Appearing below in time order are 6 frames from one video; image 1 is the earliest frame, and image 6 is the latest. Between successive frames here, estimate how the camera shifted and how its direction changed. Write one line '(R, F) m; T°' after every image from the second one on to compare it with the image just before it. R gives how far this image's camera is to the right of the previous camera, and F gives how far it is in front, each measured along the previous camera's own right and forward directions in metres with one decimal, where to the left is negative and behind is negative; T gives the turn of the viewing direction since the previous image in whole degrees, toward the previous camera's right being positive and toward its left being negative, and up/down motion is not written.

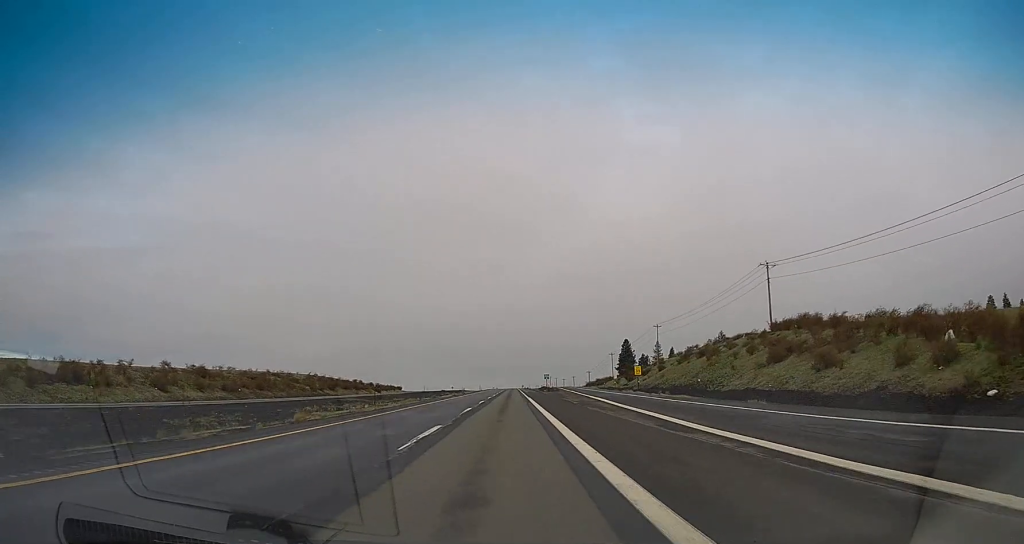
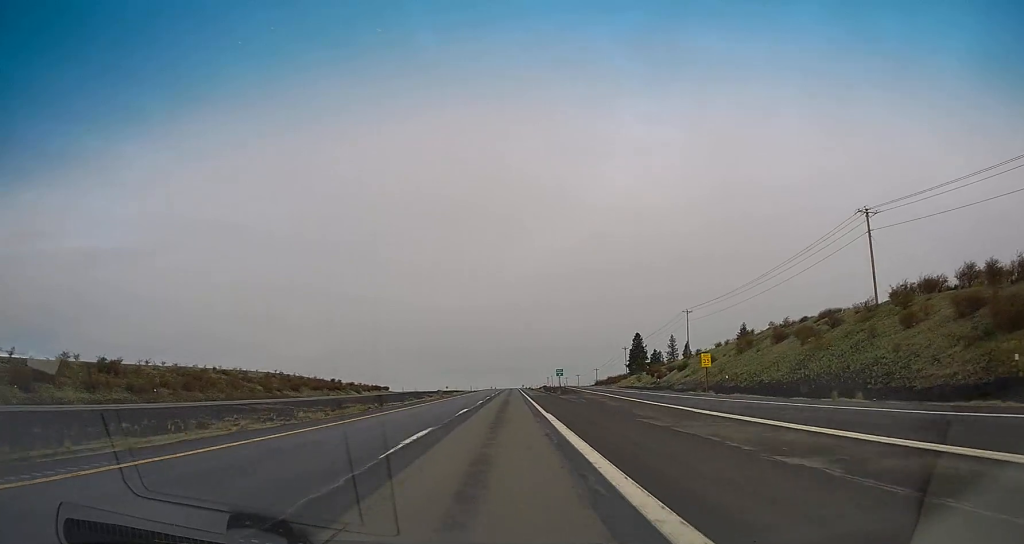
(-0.2, +31.9) m; 0°
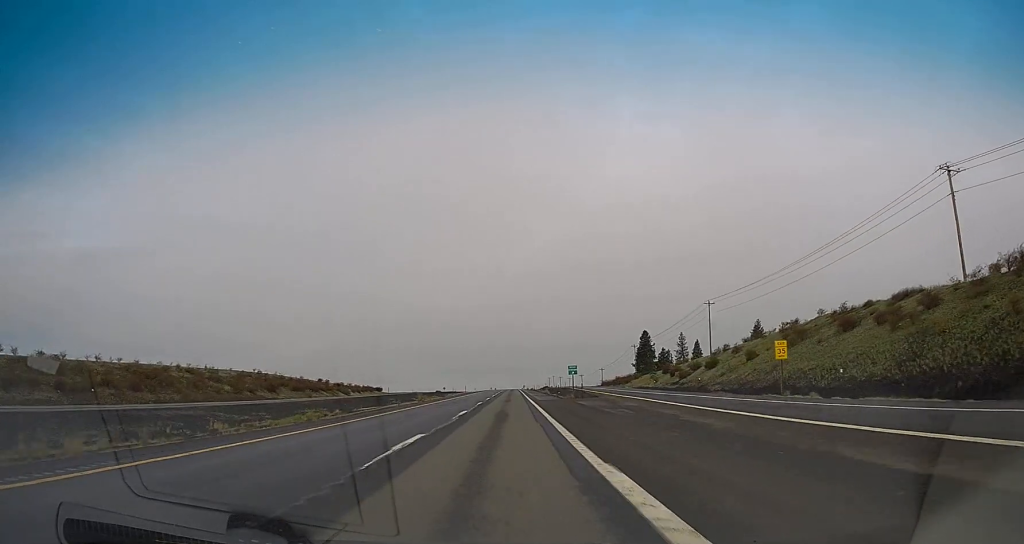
(0.0, +16.5) m; 0°
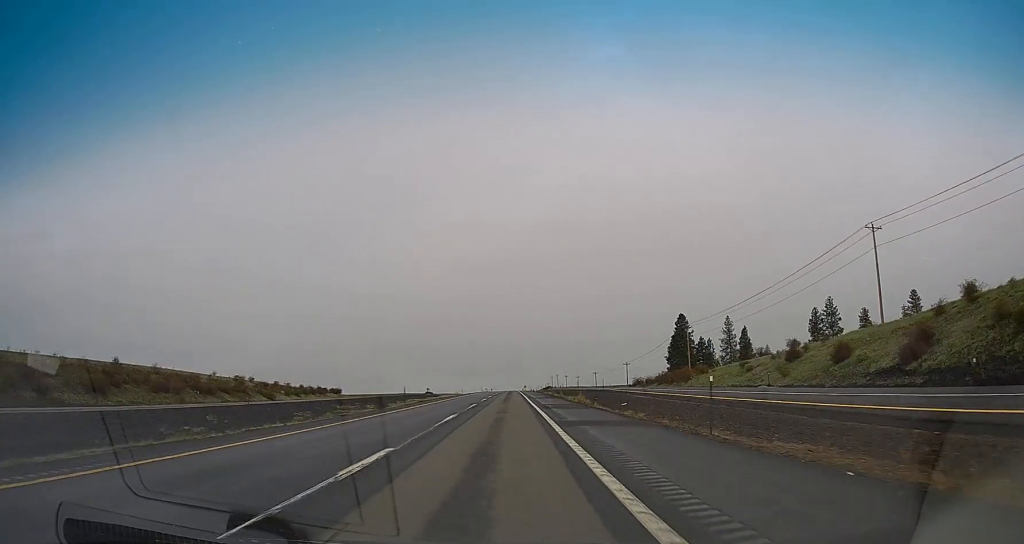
(+0.2, +65.1) m; 0°
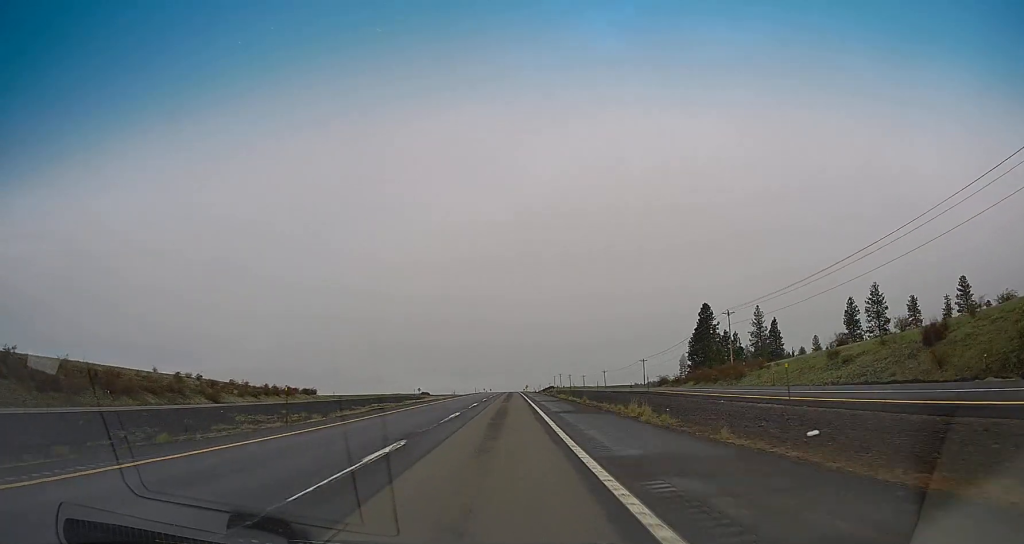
(+0.1, +28.2) m; 0°
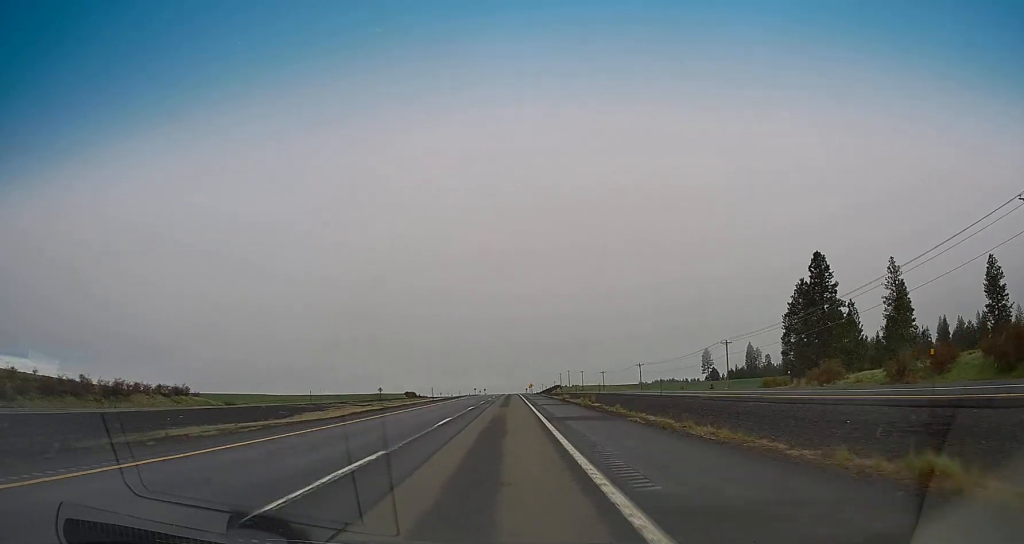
(-0.5, +76.9) m; 0°
